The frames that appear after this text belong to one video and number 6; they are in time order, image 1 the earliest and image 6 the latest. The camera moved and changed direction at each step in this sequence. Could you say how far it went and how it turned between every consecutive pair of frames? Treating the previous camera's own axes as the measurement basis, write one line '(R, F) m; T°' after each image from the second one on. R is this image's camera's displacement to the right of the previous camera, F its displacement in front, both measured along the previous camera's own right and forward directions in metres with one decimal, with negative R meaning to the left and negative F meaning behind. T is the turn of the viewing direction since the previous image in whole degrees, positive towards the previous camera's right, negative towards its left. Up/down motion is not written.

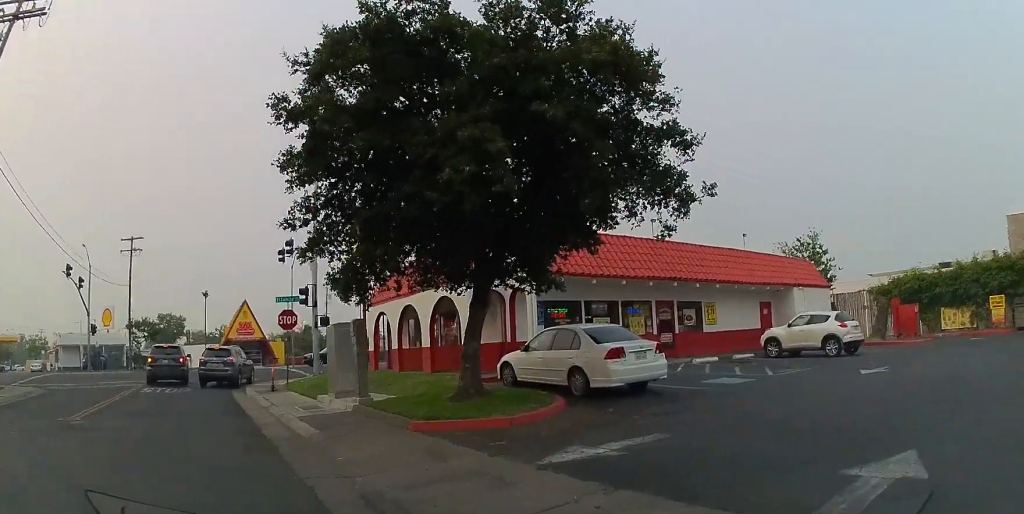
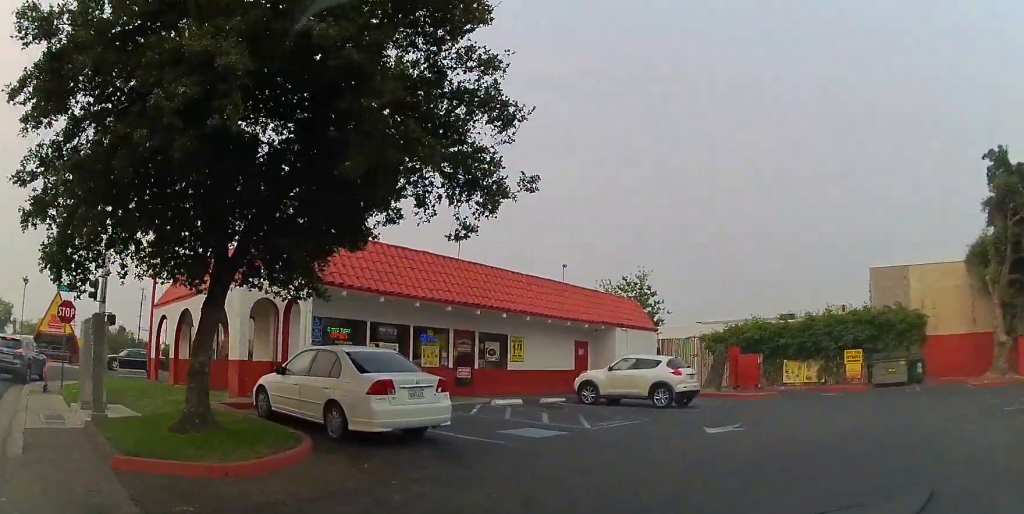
(+0.4, +3.3) m; +18°
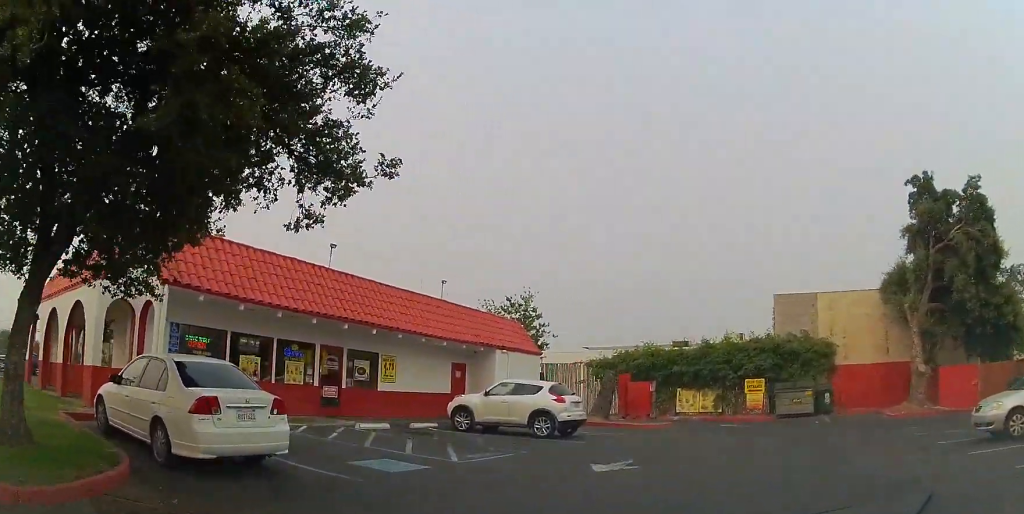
(+0.2, +1.7) m; +13°
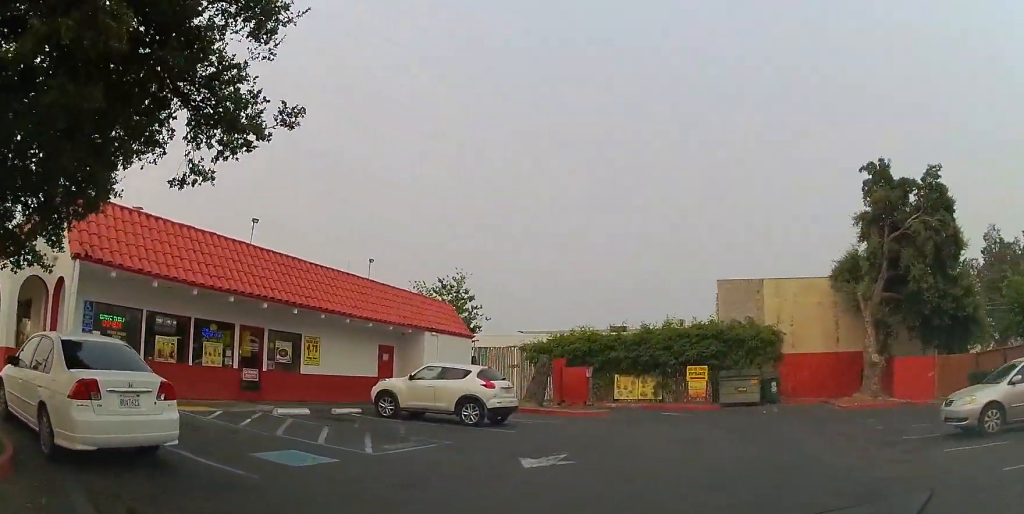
(+0.1, +1.2) m; +9°
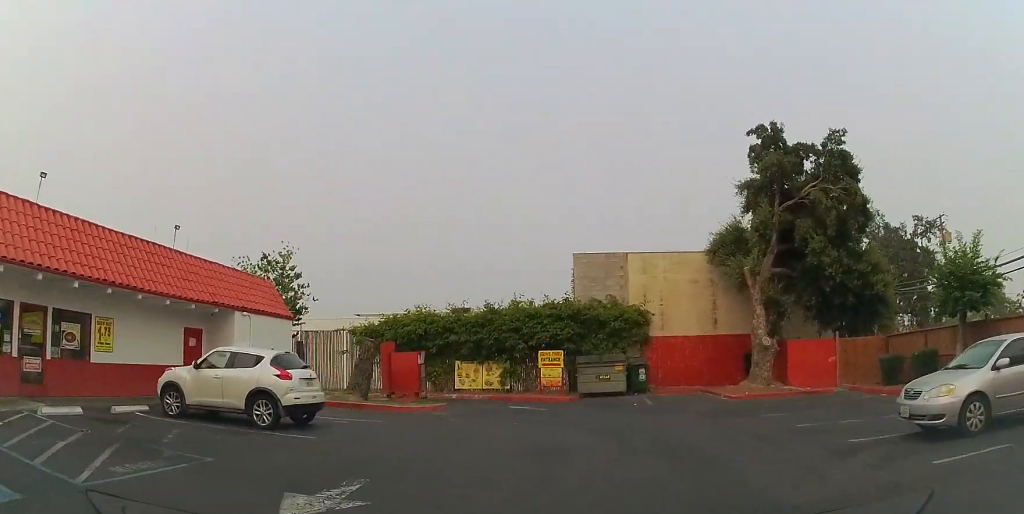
(+0.6, +3.4) m; +17°
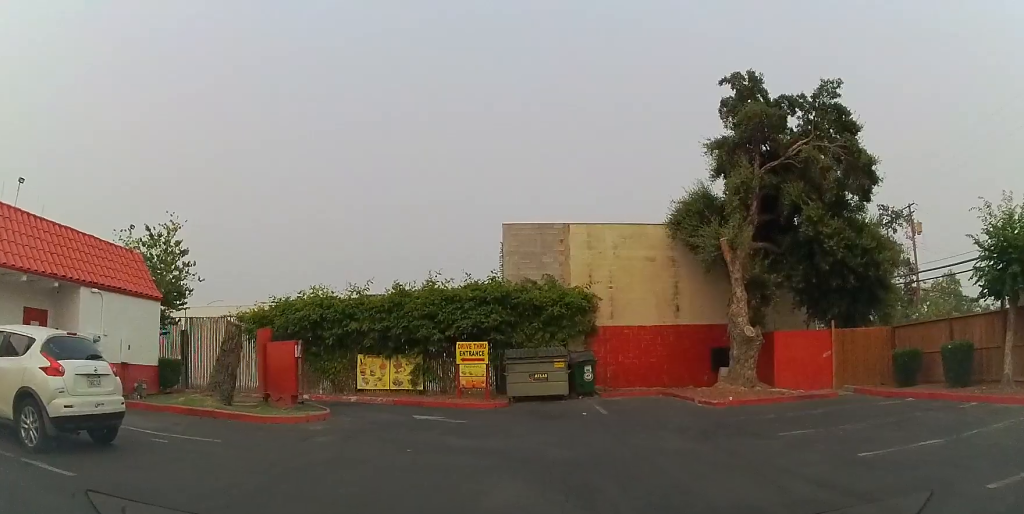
(+0.6, +4.3) m; +16°
